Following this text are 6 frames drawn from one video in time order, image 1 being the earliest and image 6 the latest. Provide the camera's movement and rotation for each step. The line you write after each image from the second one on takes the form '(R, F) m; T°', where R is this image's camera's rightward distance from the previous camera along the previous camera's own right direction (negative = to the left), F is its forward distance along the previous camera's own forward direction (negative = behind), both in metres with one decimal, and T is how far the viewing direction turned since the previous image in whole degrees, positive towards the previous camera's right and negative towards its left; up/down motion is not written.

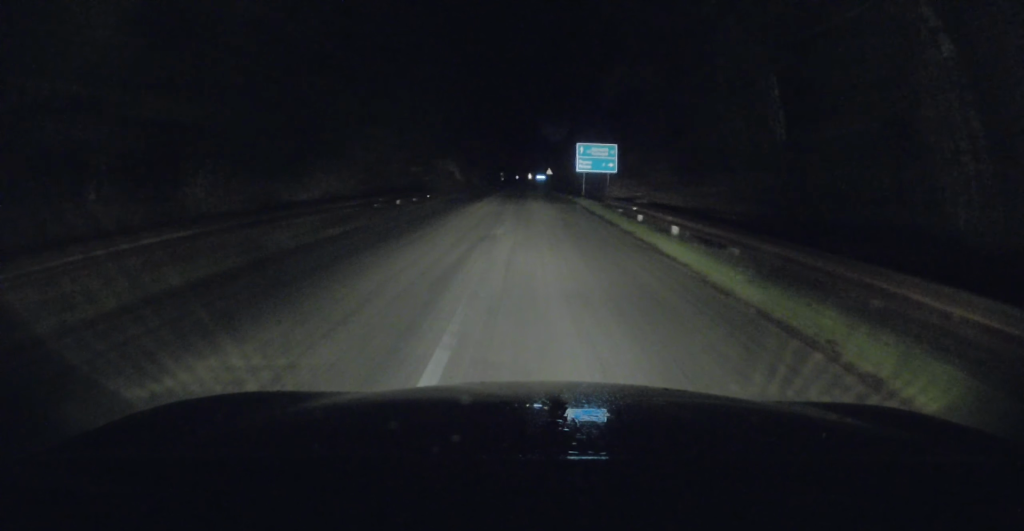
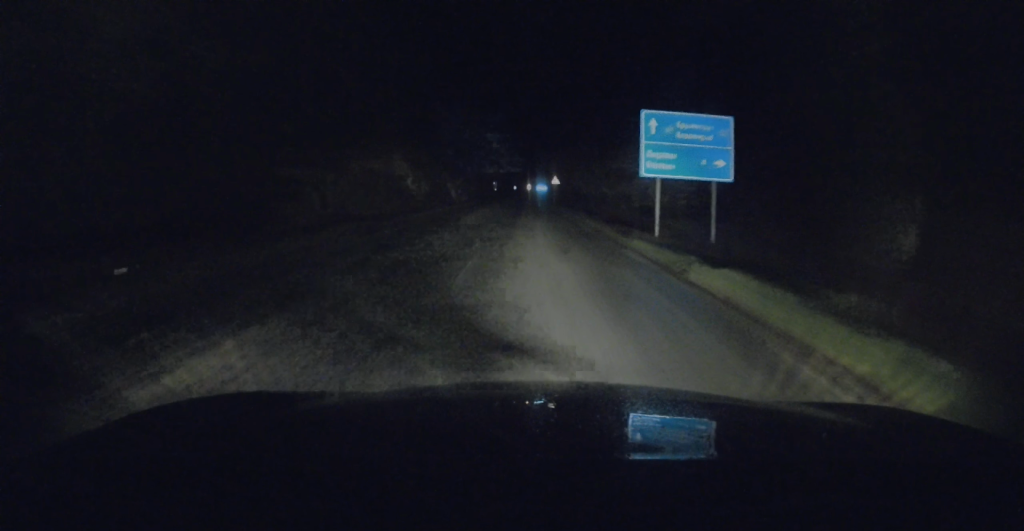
(0.0, +22.9) m; -2°
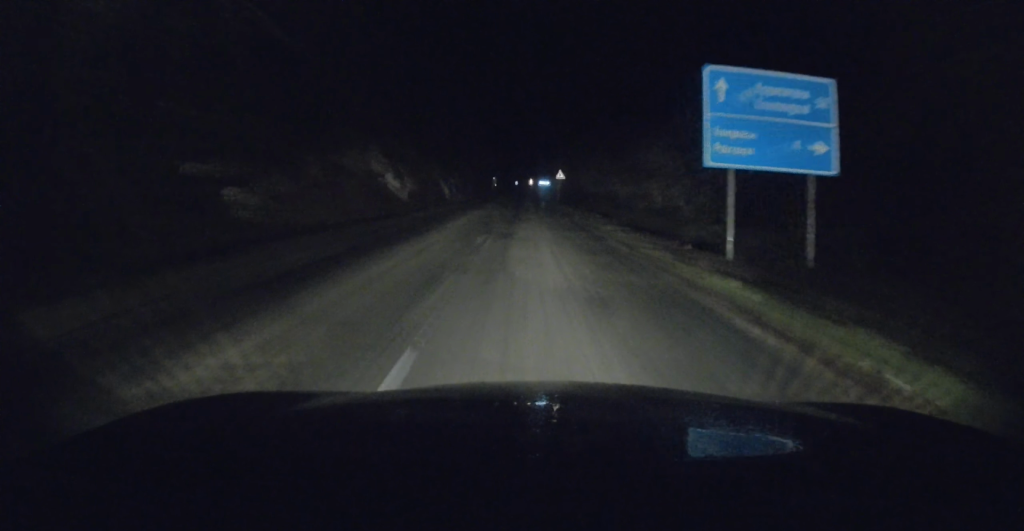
(-0.4, +5.9) m; -1°
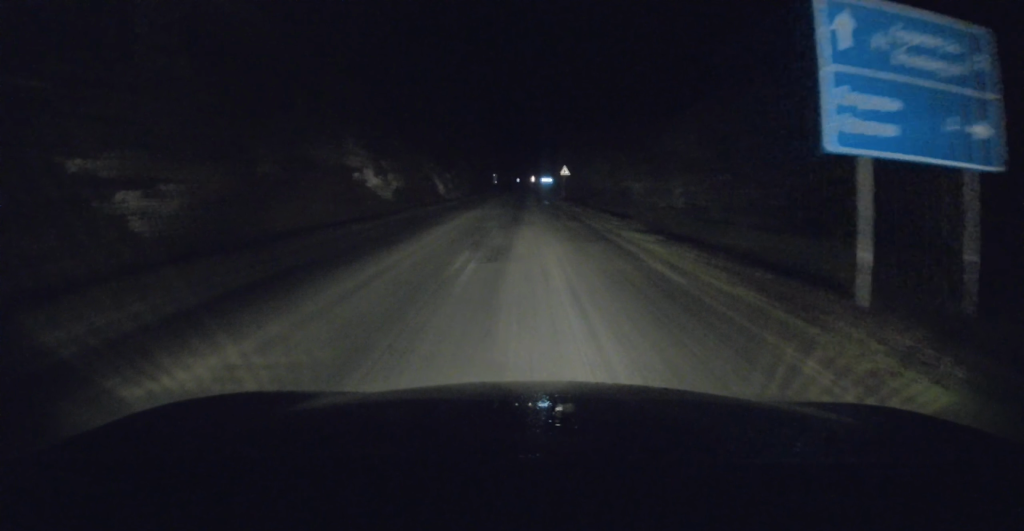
(+0.2, +4.5) m; 0°
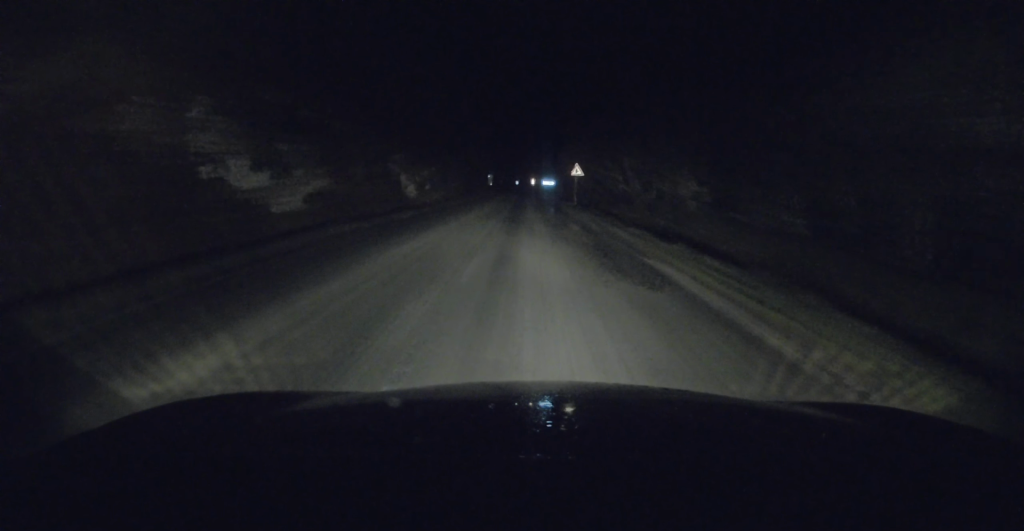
(+0.1, +13.1) m; 0°
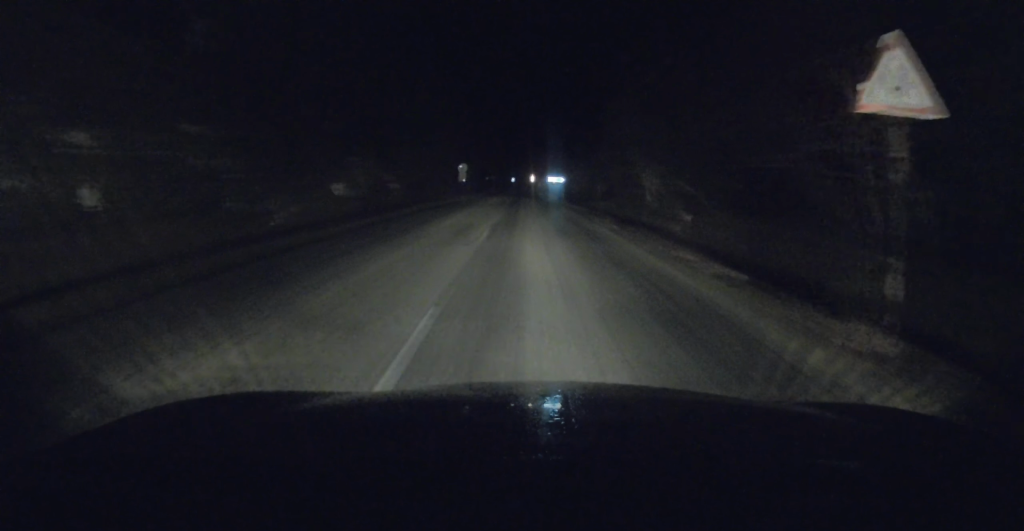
(-0.4, +35.8) m; -1°
